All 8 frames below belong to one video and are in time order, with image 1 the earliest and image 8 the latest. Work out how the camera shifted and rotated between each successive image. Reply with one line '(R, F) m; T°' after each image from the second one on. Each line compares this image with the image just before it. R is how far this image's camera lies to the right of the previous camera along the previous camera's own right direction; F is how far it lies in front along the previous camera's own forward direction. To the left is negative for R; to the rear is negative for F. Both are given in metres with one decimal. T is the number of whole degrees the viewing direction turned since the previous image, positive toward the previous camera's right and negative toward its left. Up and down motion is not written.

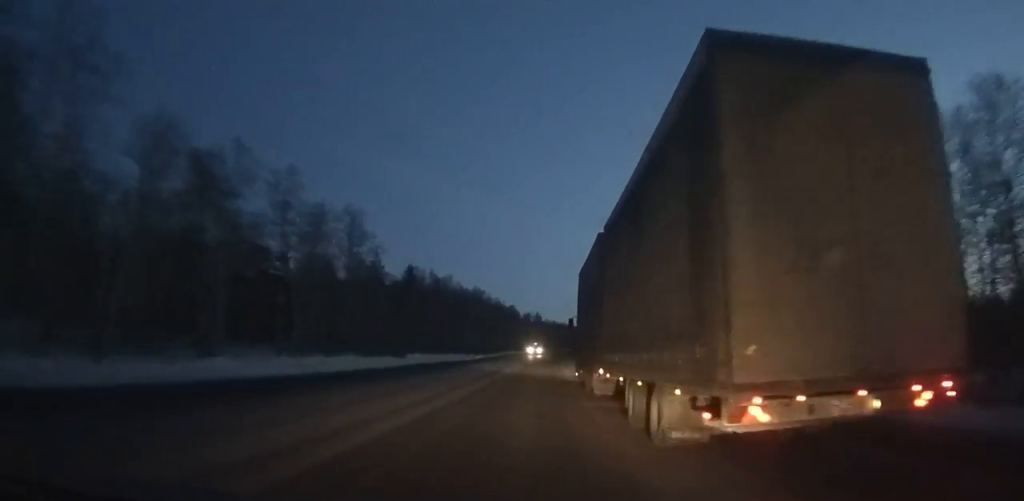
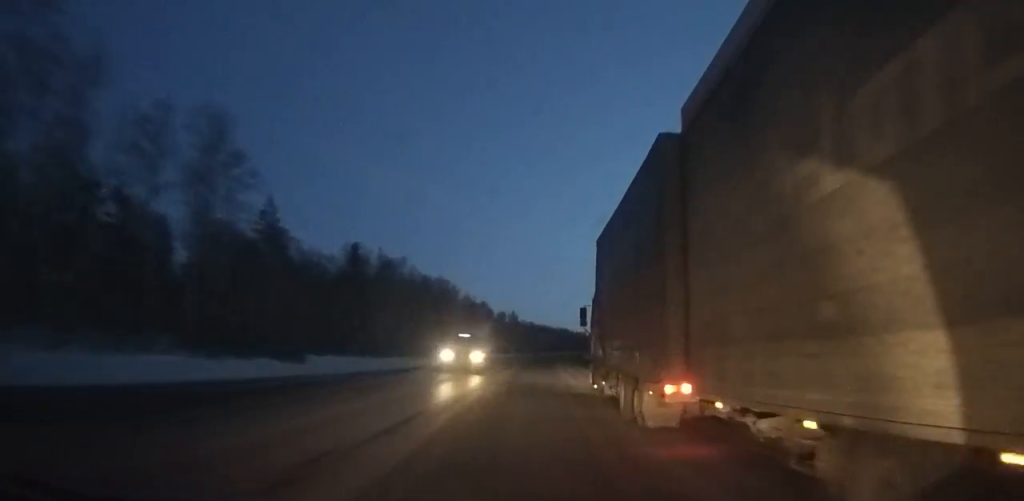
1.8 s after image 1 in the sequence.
(+0.6, +31.0) m; +2°
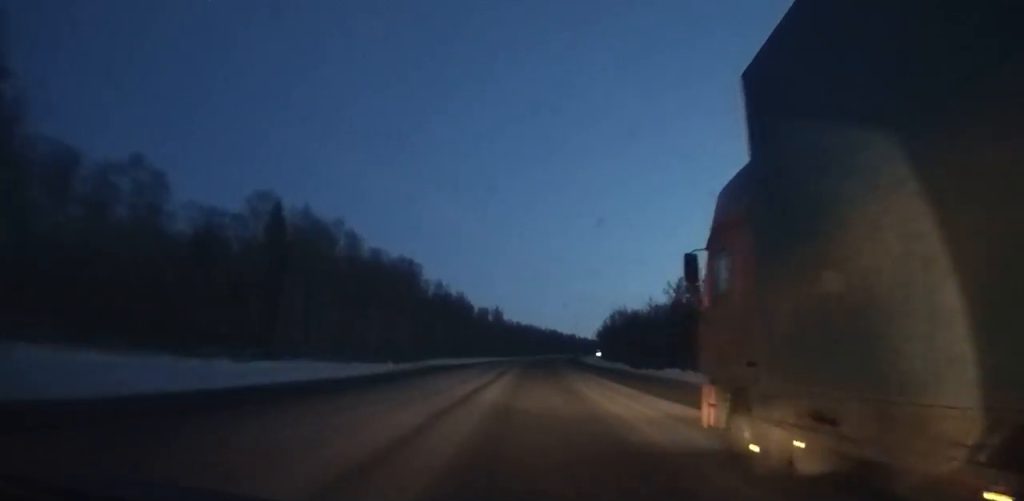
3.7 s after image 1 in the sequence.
(+0.3, +33.7) m; +2°
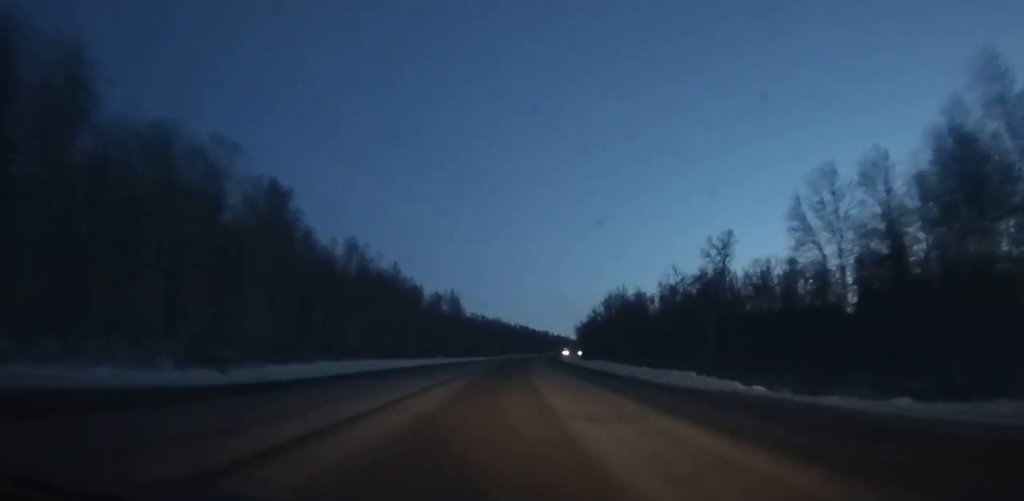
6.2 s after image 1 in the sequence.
(+1.1, +47.1) m; +2°
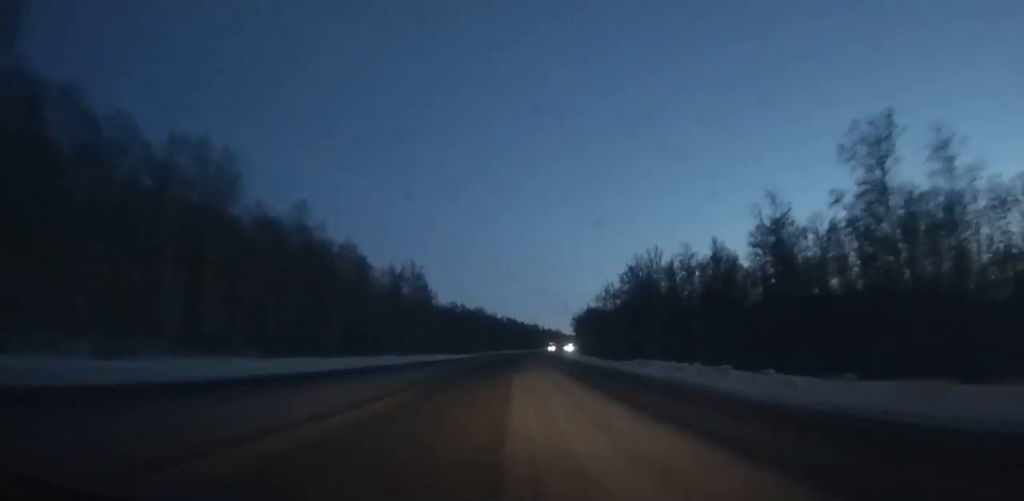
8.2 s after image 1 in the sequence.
(+0.4, +39.7) m; +1°
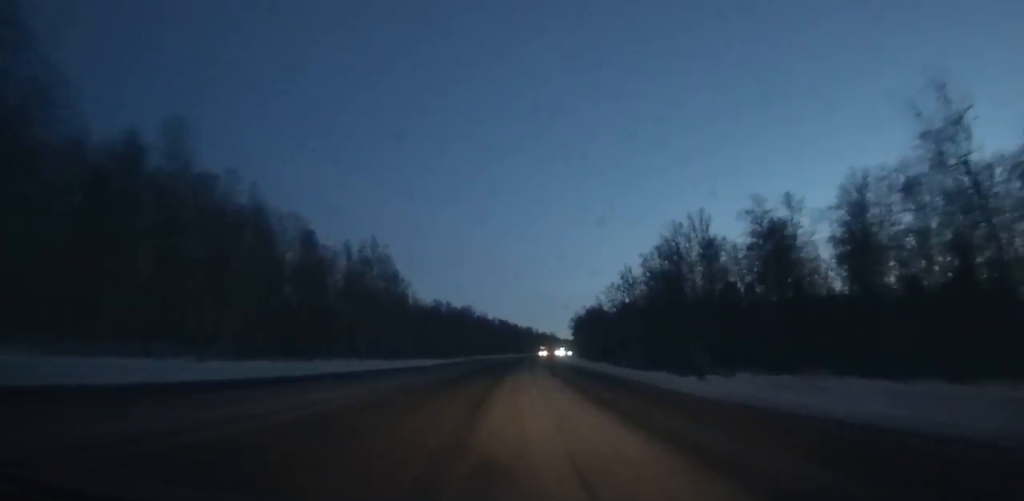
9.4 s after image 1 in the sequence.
(0.0, +23.8) m; +1°
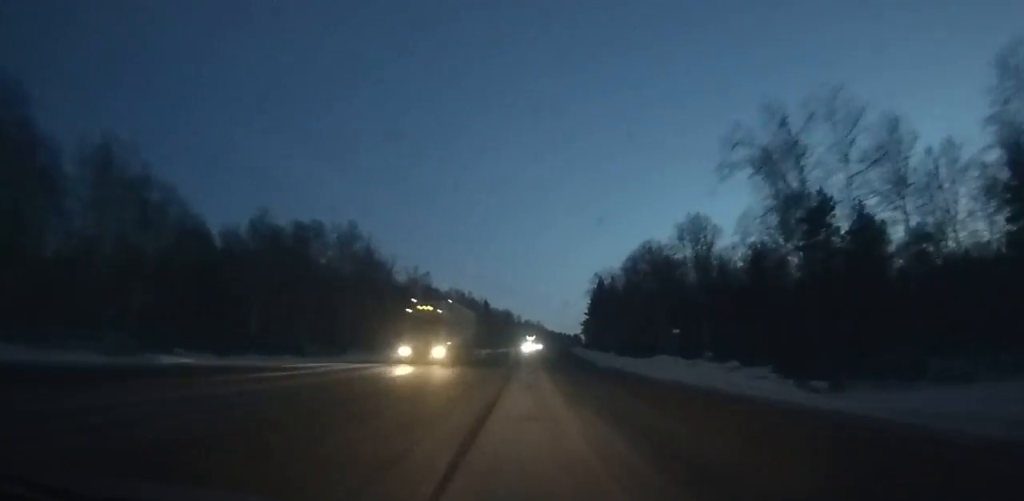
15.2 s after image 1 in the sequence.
(+2.5, +116.0) m; +2°
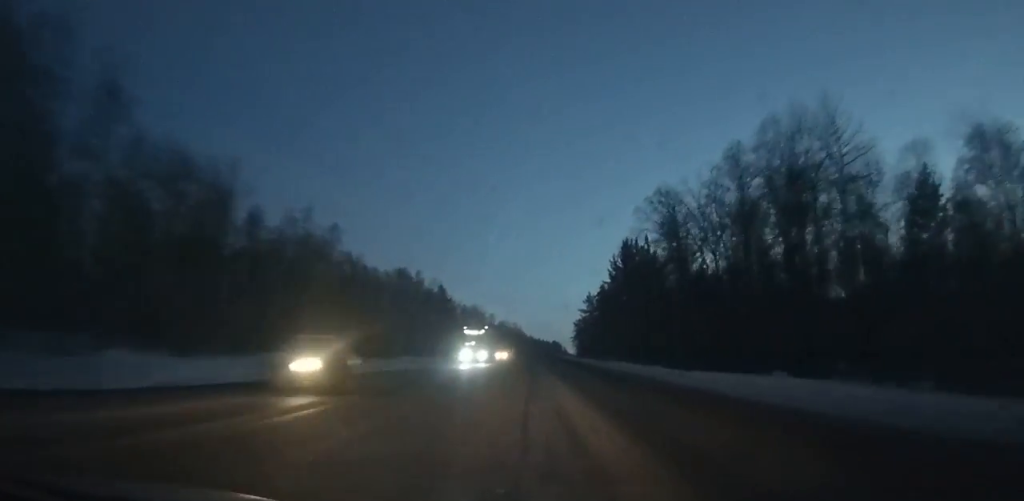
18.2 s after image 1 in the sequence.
(+0.9, +58.3) m; +2°
